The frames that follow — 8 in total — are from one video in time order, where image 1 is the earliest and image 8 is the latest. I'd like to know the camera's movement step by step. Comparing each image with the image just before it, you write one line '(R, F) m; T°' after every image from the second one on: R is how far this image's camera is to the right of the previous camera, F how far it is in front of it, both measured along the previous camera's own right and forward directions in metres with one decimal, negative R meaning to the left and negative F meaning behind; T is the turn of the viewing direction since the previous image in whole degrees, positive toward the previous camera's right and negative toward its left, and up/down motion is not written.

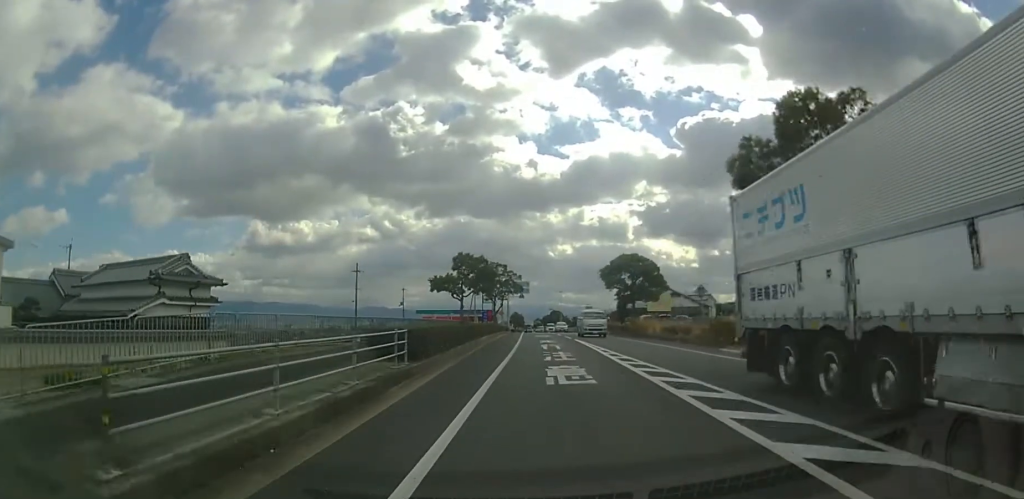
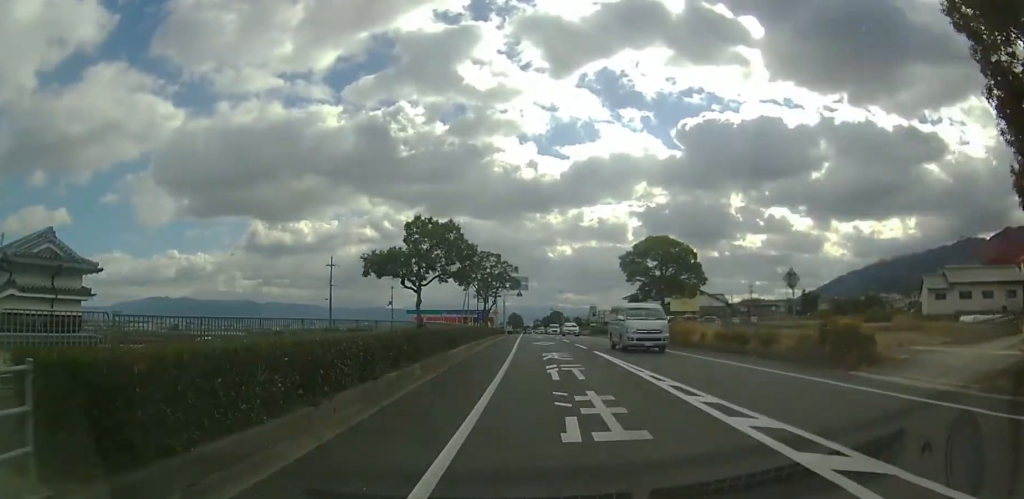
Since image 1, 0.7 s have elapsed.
(0.0, +10.9) m; 0°
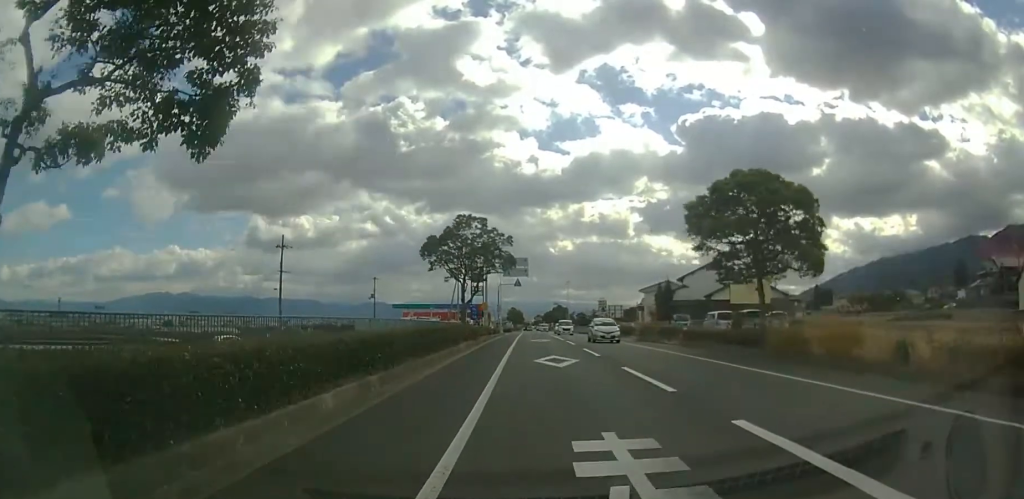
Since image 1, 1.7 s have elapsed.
(+0.1, +15.9) m; +1°
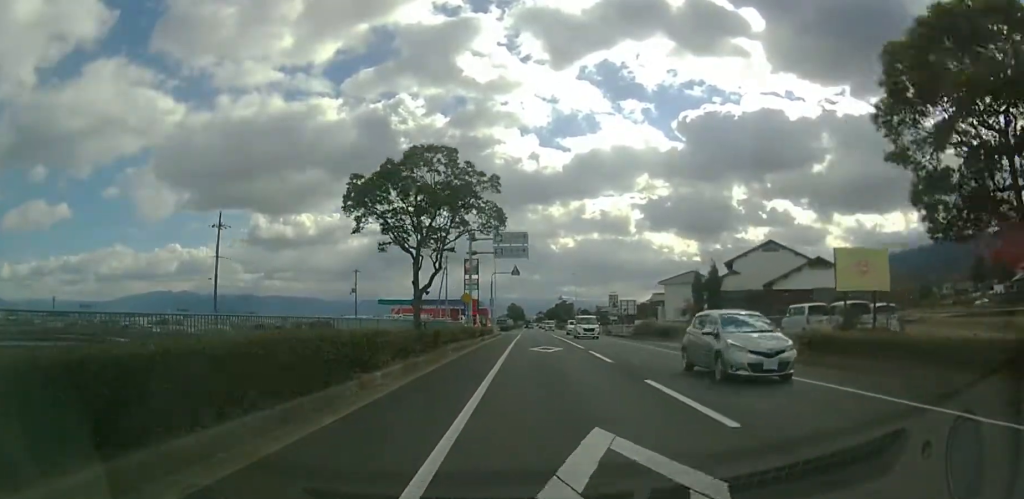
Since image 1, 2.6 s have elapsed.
(+0.1, +13.6) m; -1°
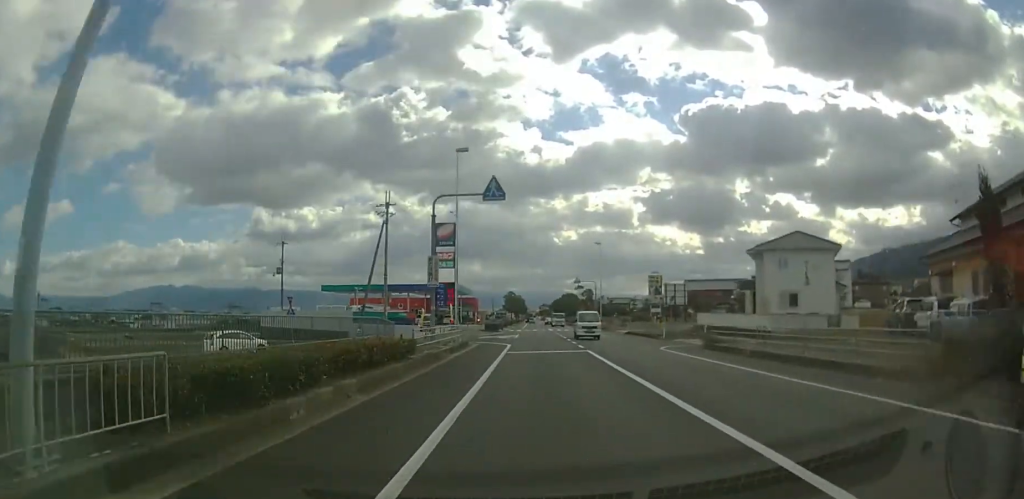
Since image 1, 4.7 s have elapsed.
(-0.8, +31.9) m; -1°
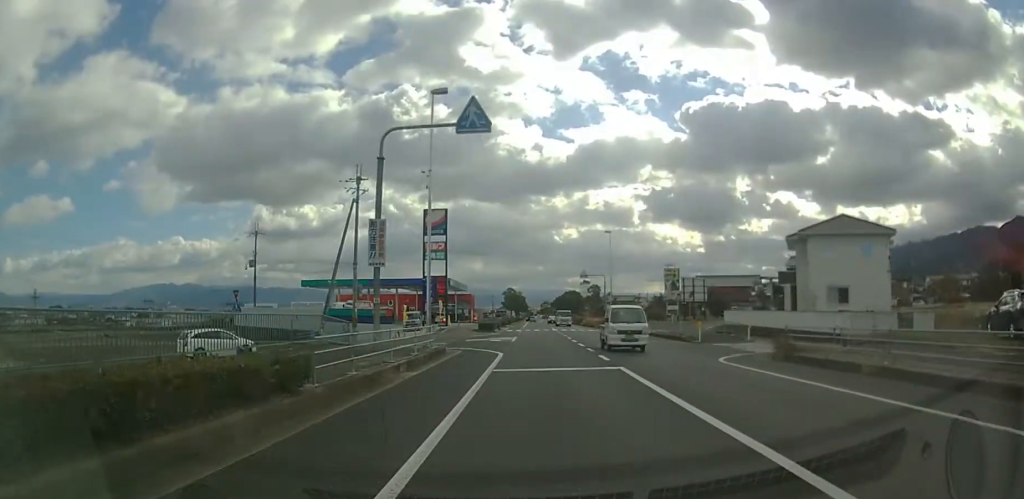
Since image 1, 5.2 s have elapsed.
(0.0, +7.9) m; 0°
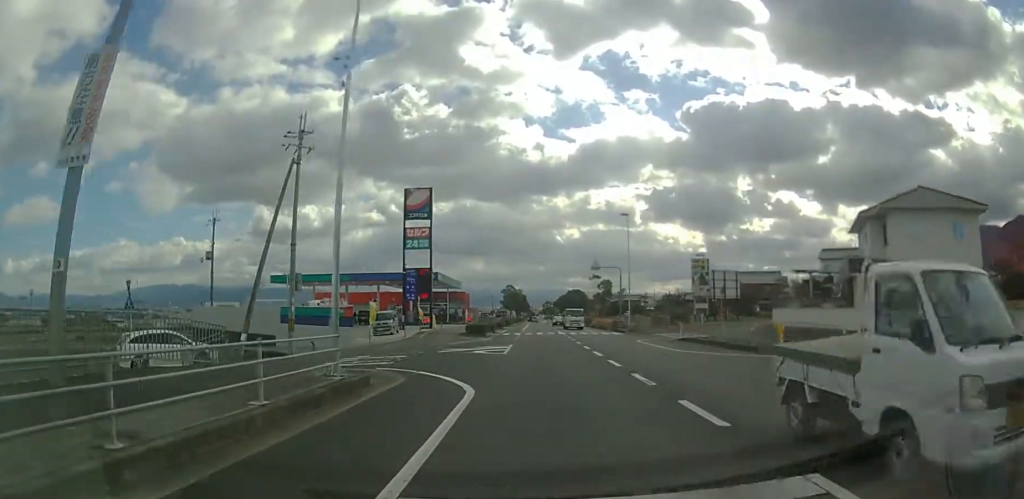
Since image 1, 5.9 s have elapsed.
(0.0, +10.3) m; 0°
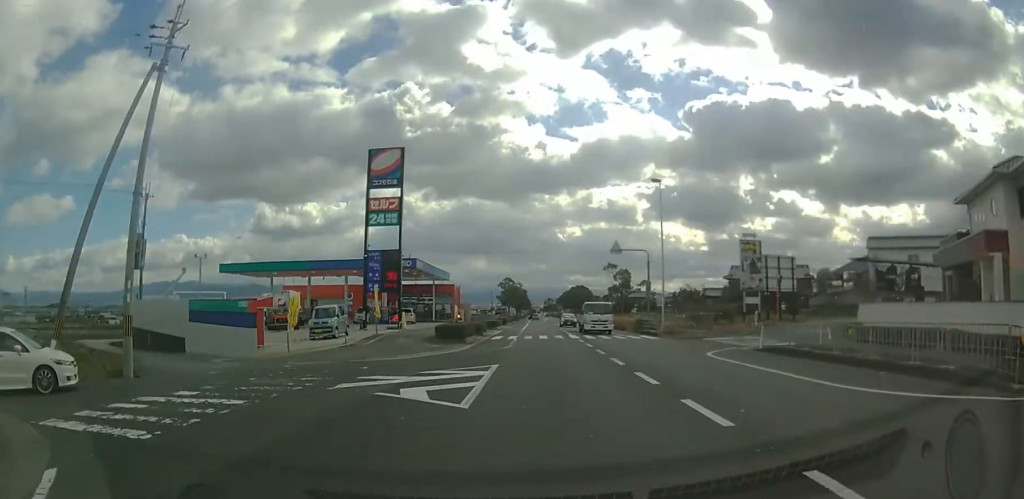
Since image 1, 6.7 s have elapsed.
(-0.1, +12.5) m; 0°
